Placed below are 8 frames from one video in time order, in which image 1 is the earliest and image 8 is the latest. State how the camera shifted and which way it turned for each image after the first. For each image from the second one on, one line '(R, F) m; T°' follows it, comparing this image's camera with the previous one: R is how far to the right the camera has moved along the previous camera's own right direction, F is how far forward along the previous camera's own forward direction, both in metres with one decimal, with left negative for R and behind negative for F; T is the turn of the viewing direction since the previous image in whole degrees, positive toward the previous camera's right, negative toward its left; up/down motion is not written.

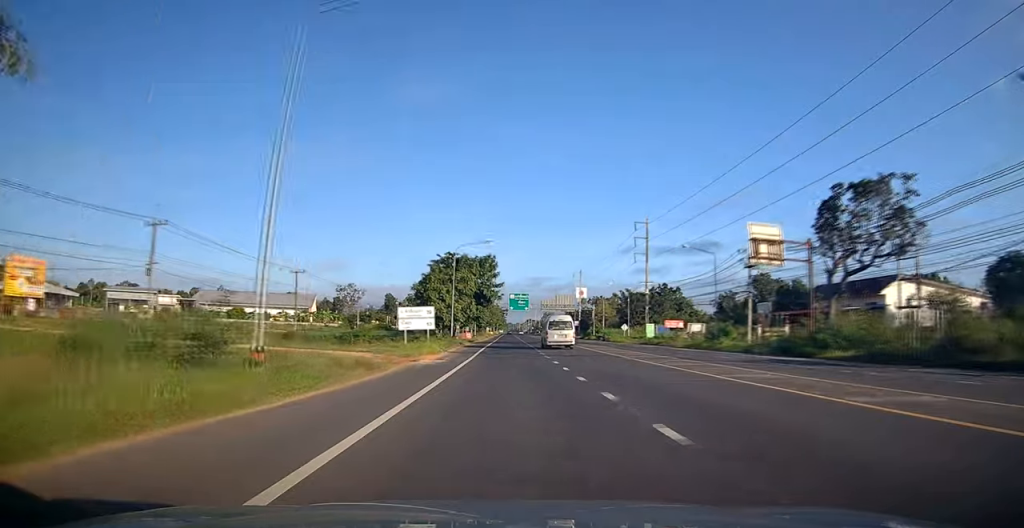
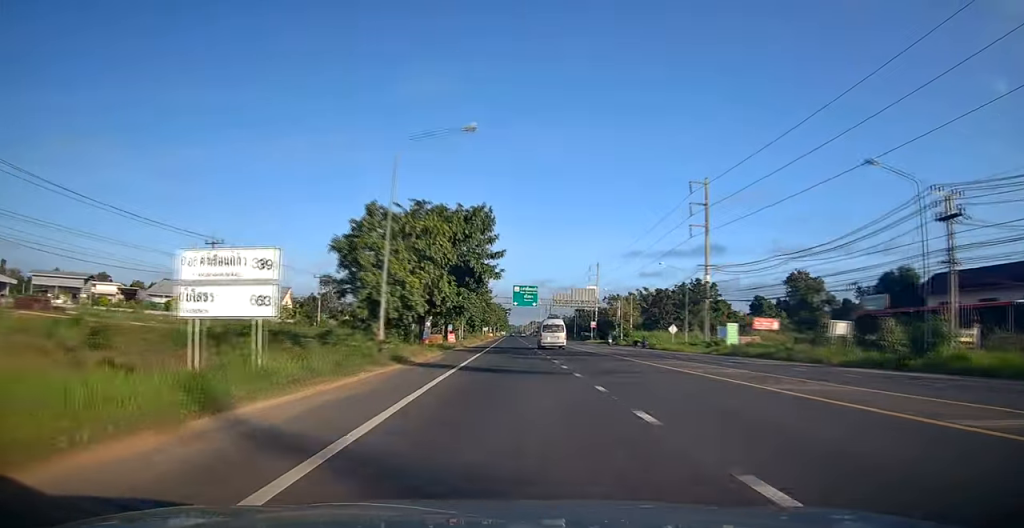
(-0.7, +26.8) m; -1°
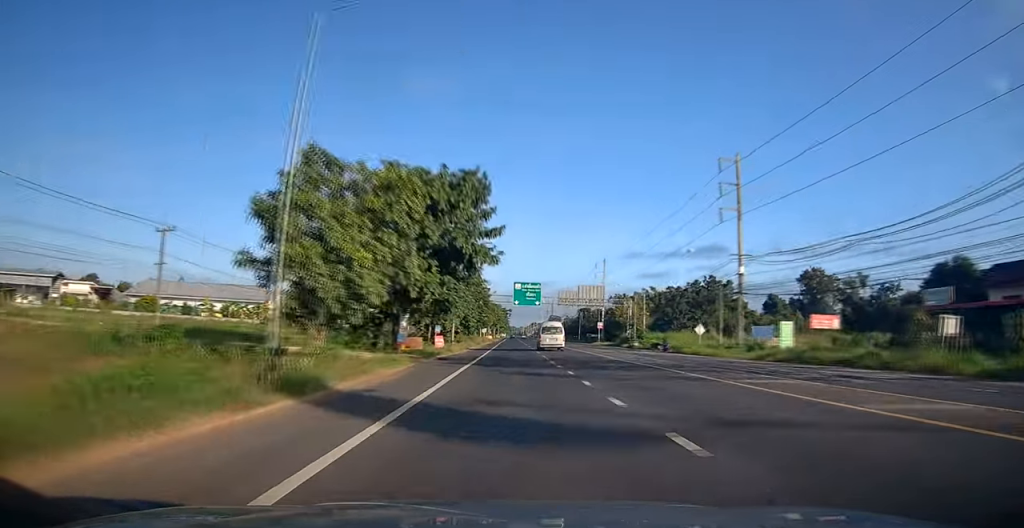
(0.0, +9.7) m; +1°
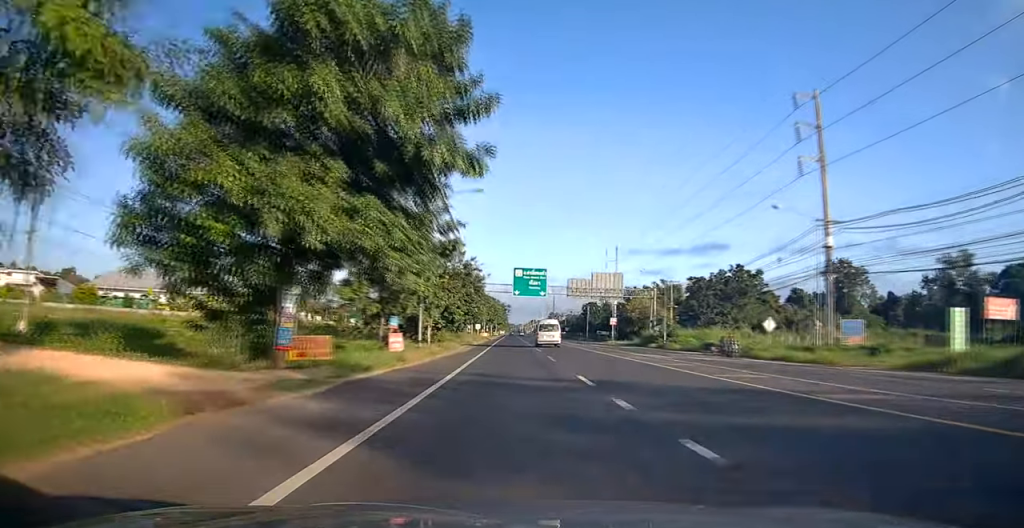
(0.0, +16.8) m; +2°
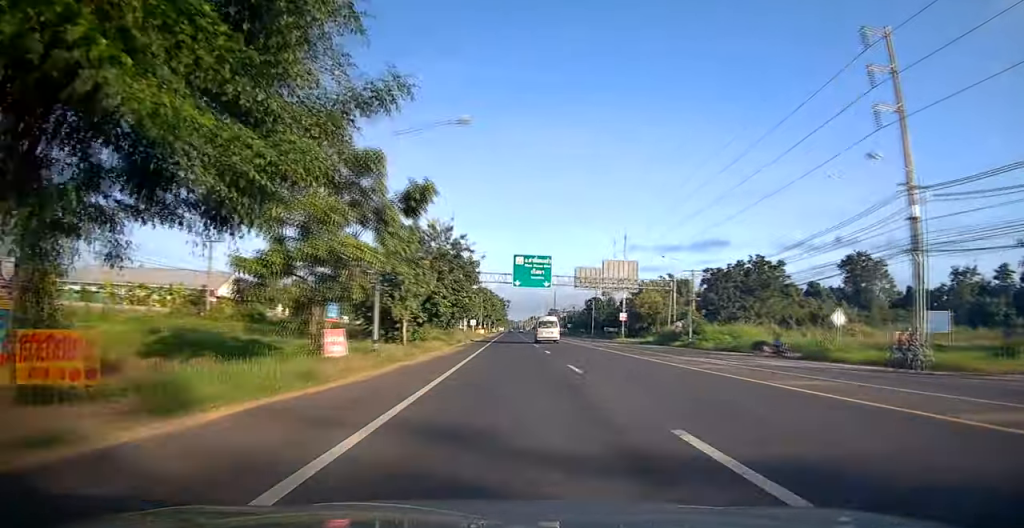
(+0.4, +9.7) m; 0°
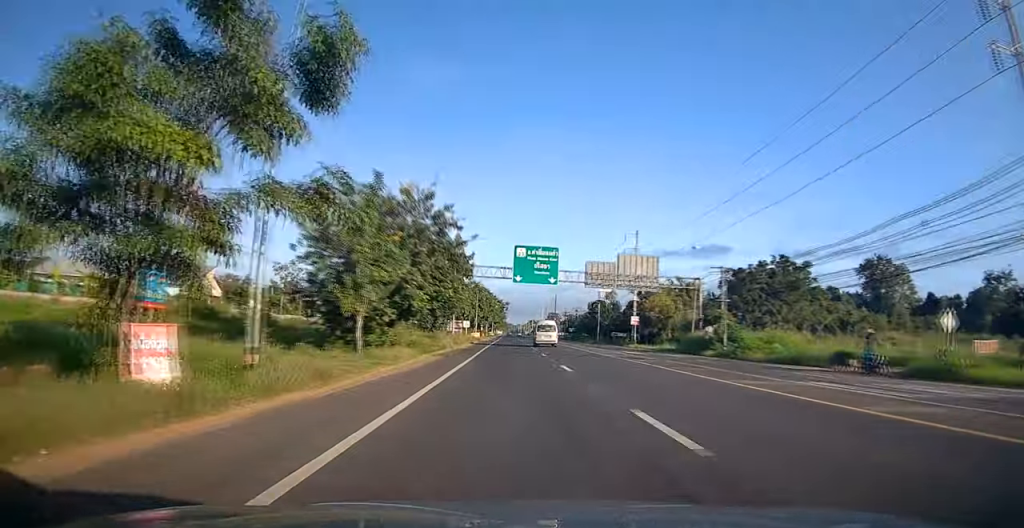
(+0.2, +9.8) m; 0°
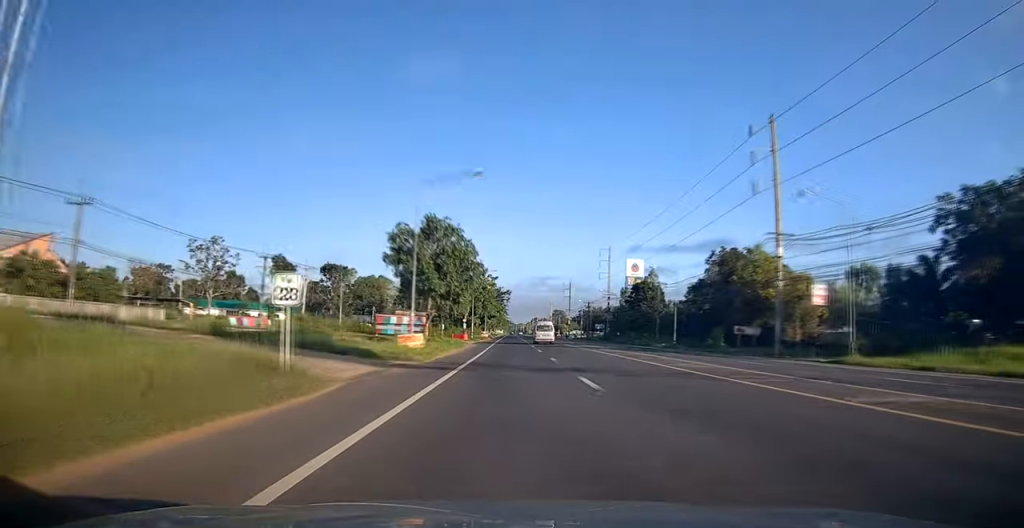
(-1.9, +53.2) m; -2°
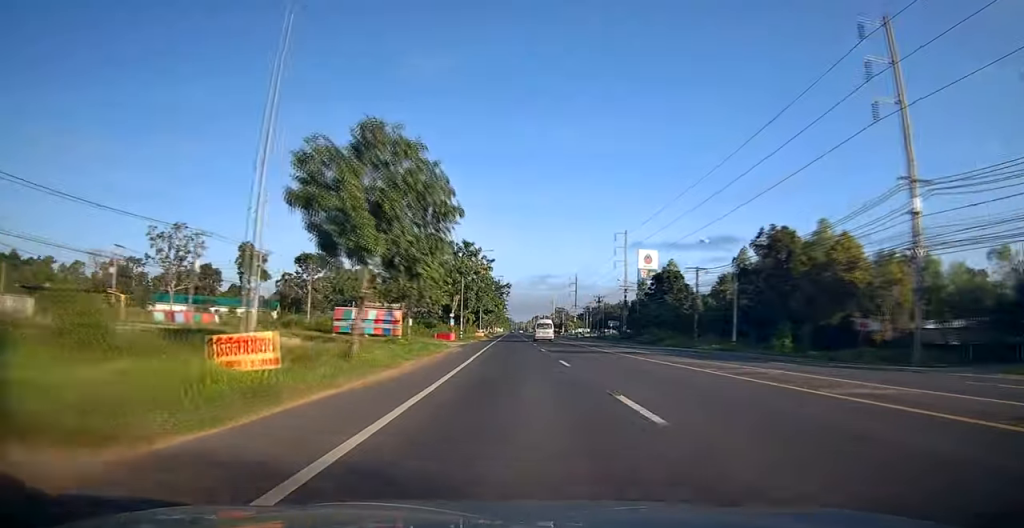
(0.0, +17.2) m; 0°
